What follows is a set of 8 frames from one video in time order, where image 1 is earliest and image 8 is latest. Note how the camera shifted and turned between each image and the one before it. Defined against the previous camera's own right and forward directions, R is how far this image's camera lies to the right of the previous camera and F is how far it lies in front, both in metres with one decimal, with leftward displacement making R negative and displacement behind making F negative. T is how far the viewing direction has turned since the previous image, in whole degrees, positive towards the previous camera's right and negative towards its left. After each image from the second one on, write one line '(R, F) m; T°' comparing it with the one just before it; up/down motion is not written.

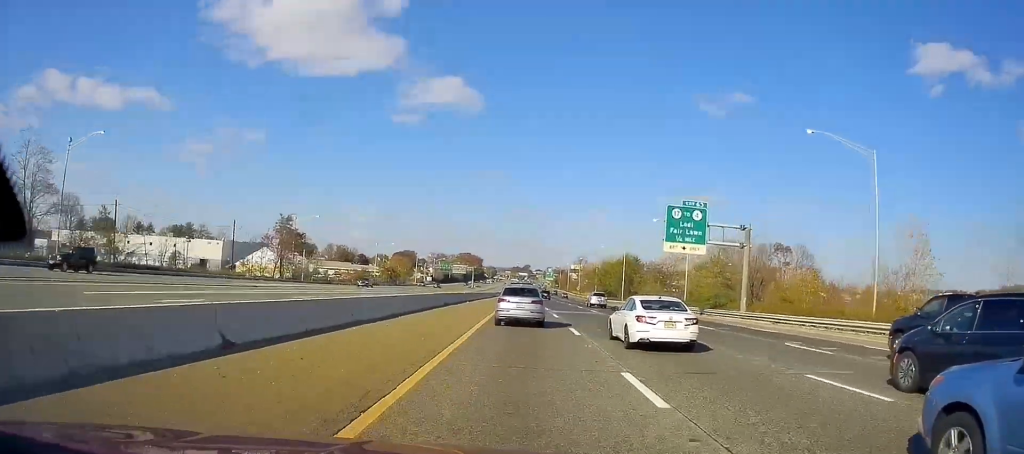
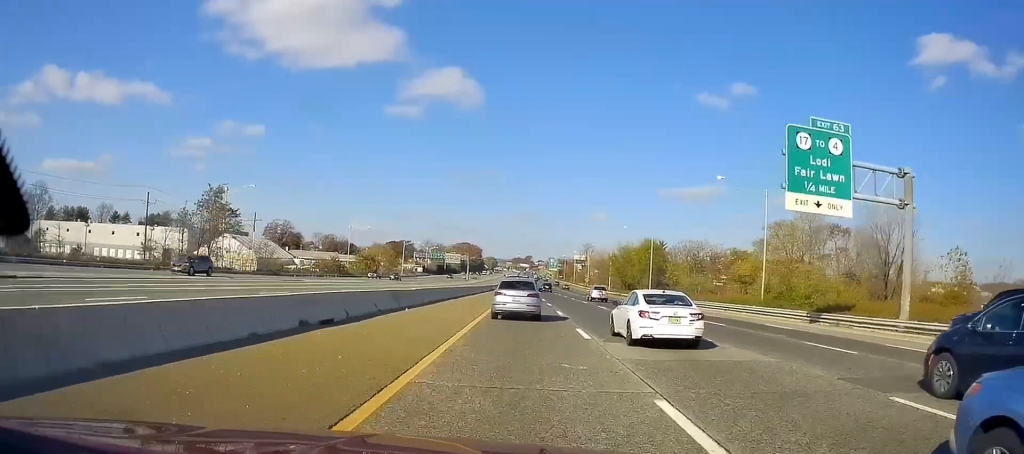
(+0.1, +27.7) m; 0°
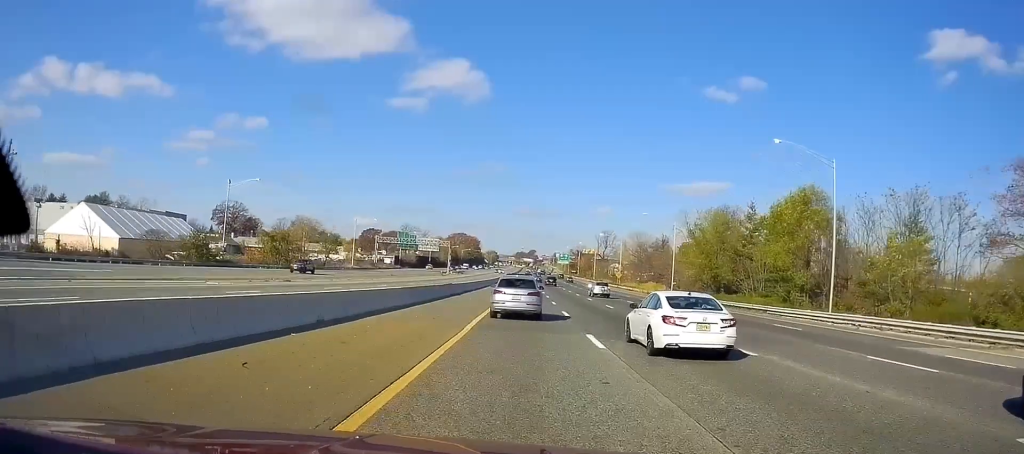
(-1.0, +62.7) m; -1°
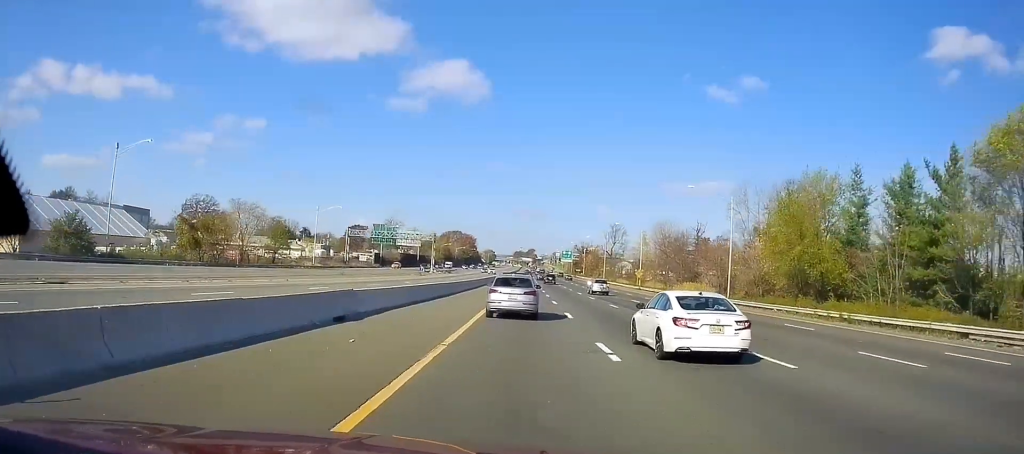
(+0.1, +26.5) m; +1°
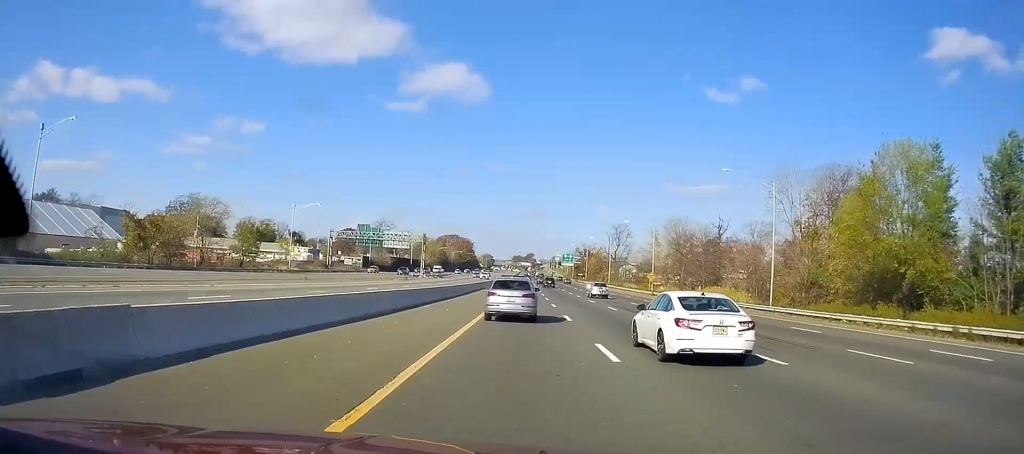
(-0.1, +12.3) m; 0°
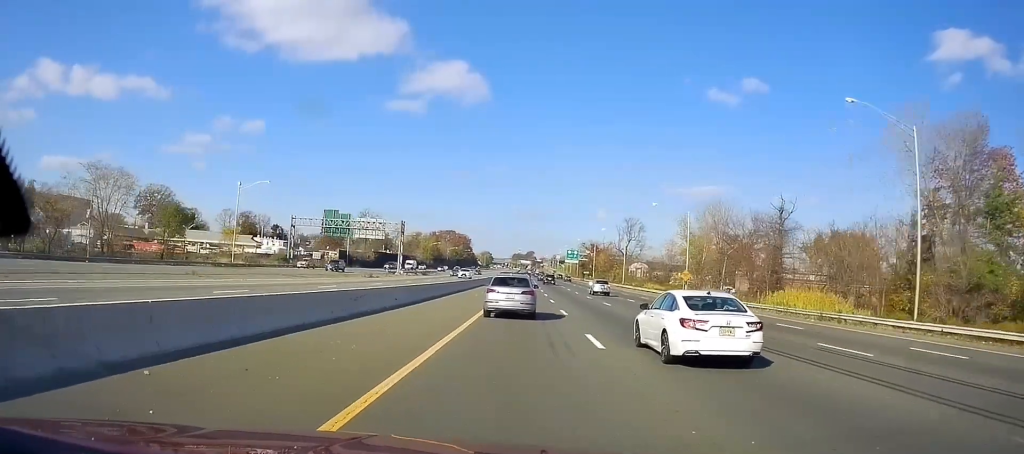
(+0.2, +22.5) m; 0°
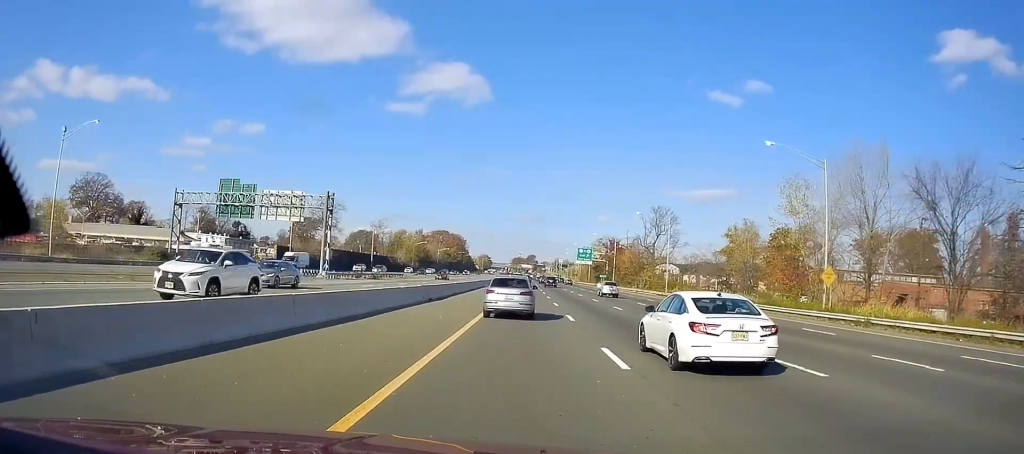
(-0.5, +39.6) m; -1°
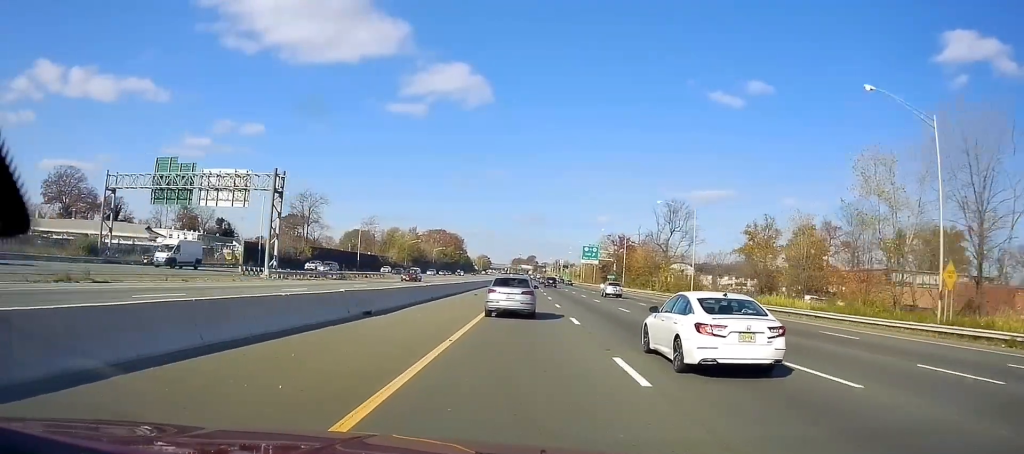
(+0.1, +14.1) m; 0°
